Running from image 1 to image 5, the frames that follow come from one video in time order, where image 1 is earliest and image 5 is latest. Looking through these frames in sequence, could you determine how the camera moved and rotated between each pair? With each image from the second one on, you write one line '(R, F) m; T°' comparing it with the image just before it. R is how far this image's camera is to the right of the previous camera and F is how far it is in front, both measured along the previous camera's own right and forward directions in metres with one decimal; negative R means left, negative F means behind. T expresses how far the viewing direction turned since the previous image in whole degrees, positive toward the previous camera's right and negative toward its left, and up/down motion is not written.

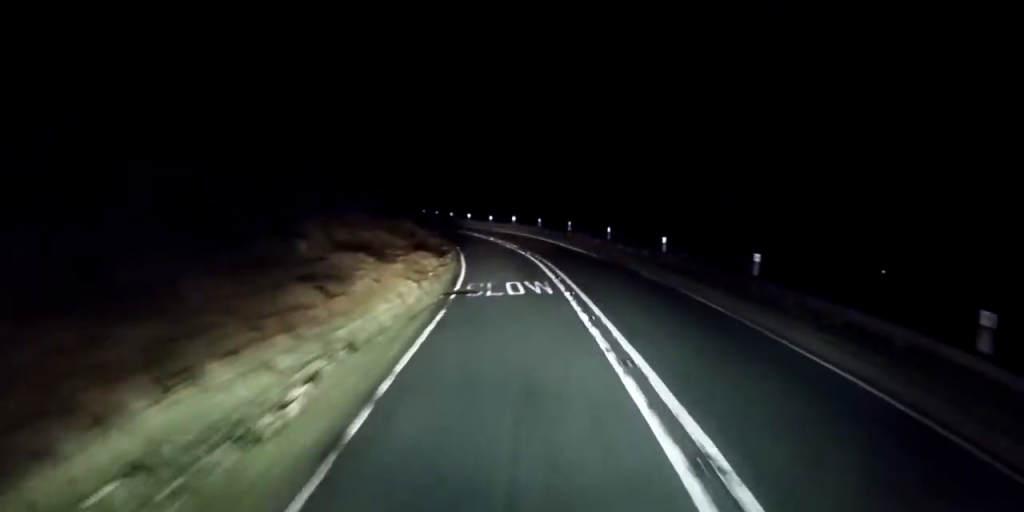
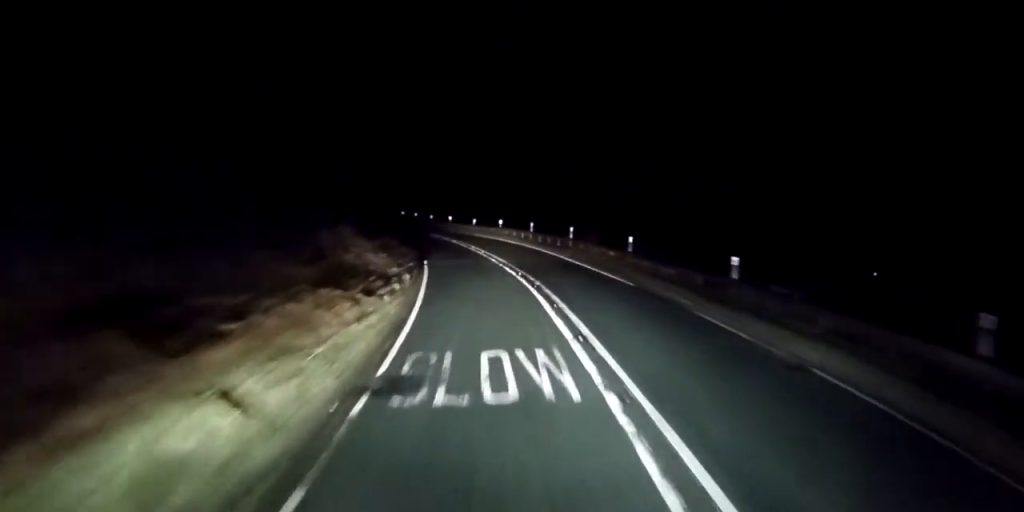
(+0.2, +10.0) m; +1°
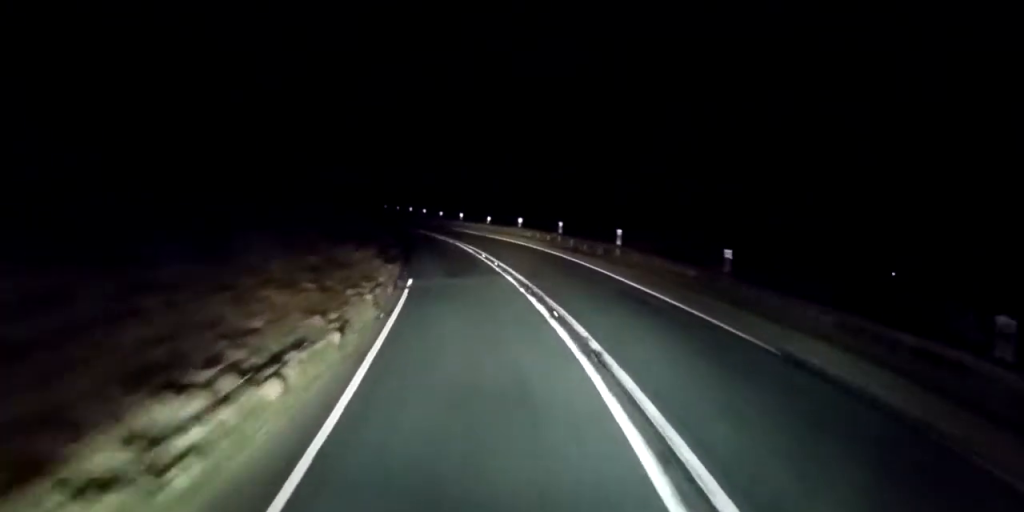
(+0.1, +10.0) m; -2°
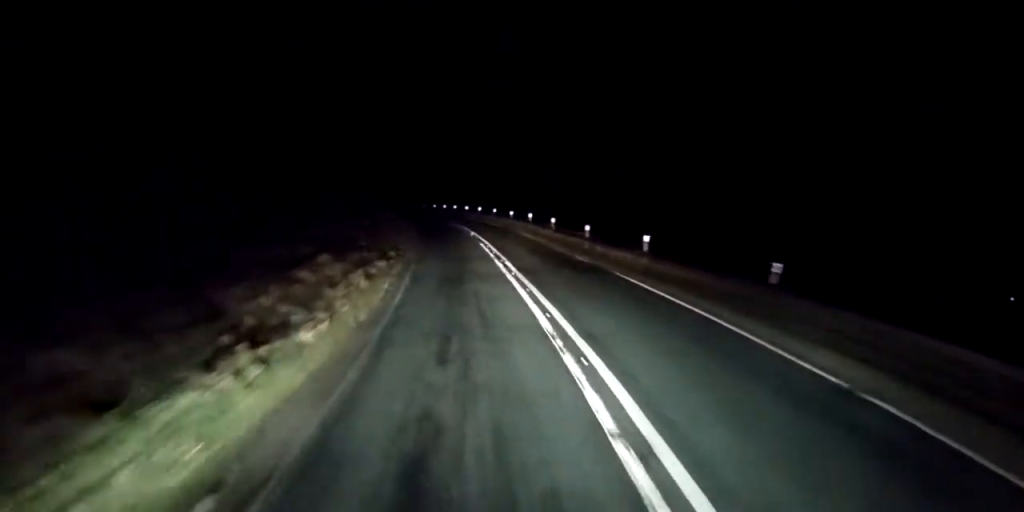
(-4.8, +39.0) m; -12°
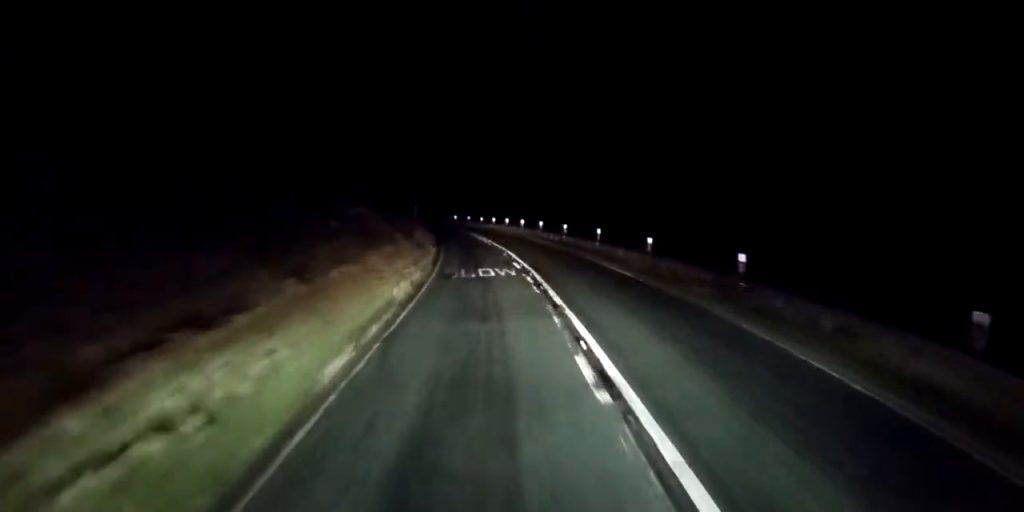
(-1.1, +34.0) m; -4°
